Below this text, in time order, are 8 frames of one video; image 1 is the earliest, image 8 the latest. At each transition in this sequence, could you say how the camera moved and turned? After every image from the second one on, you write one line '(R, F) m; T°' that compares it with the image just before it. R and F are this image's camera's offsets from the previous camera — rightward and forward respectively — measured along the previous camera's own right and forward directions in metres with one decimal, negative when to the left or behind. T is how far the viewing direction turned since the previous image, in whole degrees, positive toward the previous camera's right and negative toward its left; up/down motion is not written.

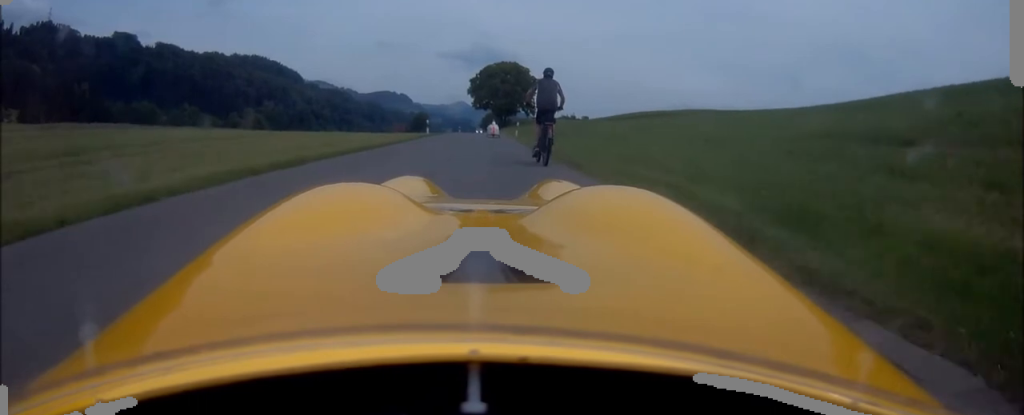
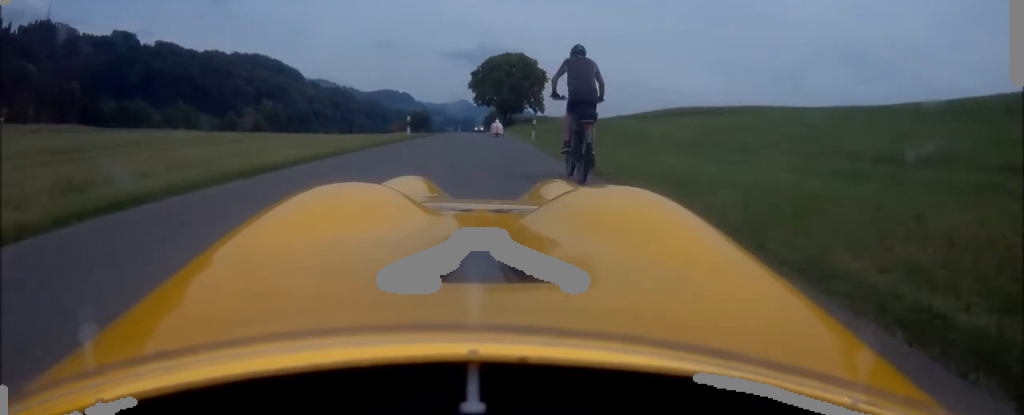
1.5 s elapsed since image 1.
(-0.1, +10.3) m; 0°
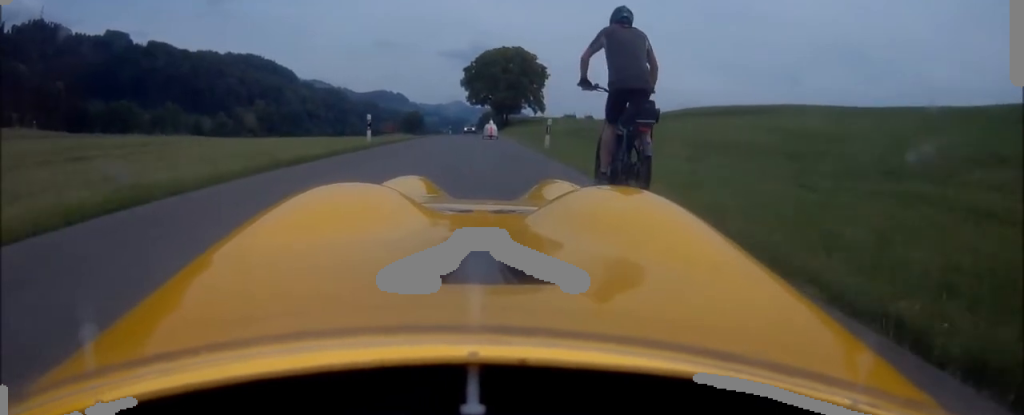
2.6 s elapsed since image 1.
(-0.2, +7.5) m; 0°
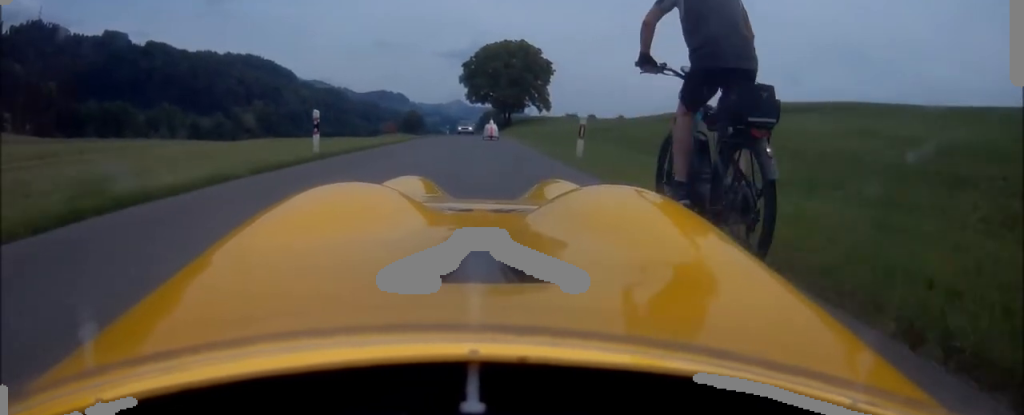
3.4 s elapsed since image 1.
(+0.2, +5.7) m; +2°
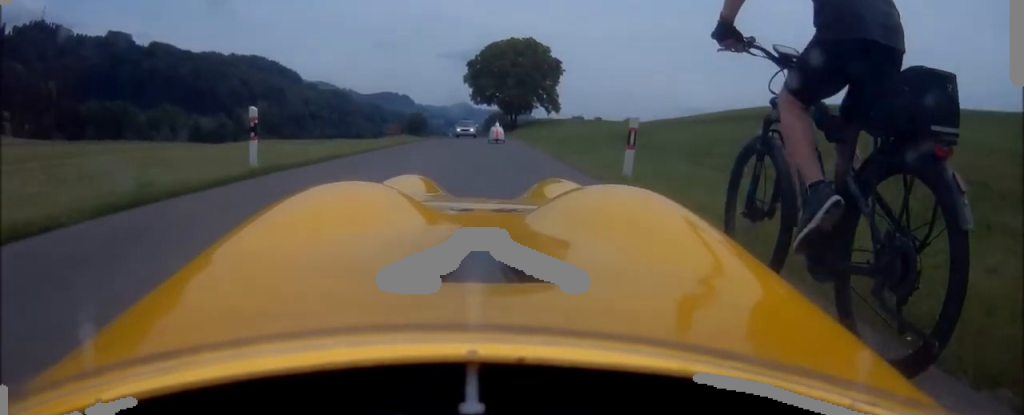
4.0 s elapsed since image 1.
(+0.1, +3.7) m; 0°
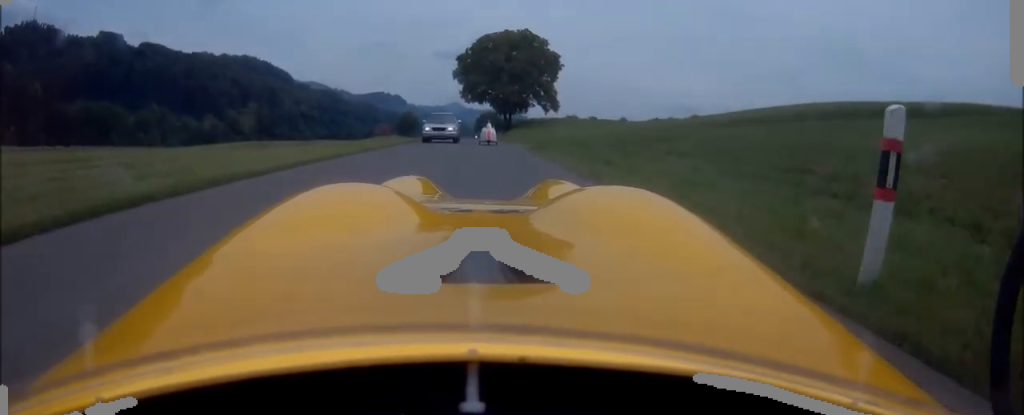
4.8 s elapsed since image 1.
(0.0, +5.8) m; -2°
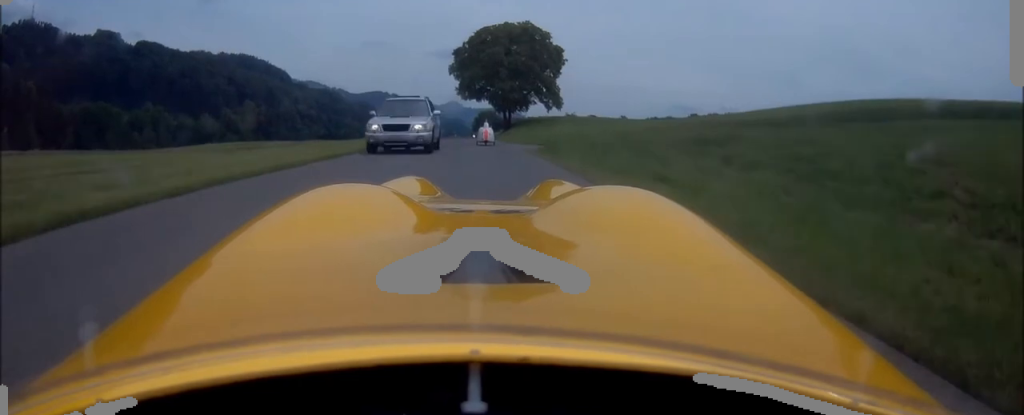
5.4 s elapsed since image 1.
(-0.2, +3.9) m; 0°
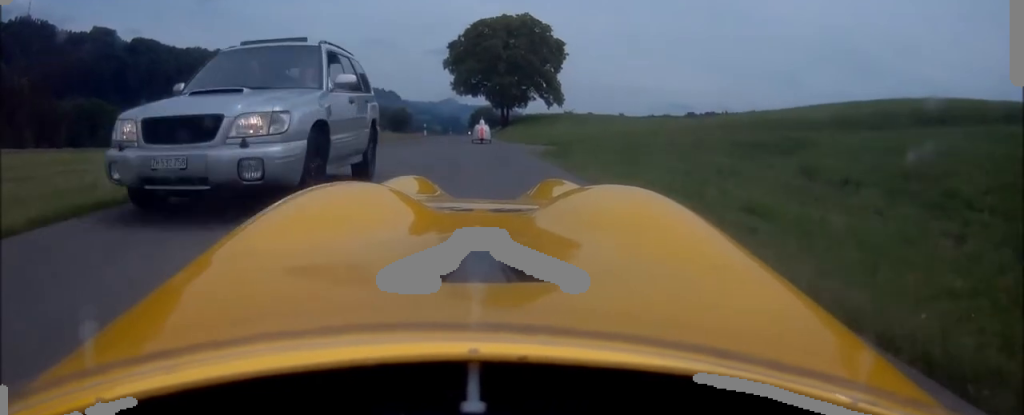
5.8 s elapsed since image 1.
(-0.1, +3.2) m; +1°
